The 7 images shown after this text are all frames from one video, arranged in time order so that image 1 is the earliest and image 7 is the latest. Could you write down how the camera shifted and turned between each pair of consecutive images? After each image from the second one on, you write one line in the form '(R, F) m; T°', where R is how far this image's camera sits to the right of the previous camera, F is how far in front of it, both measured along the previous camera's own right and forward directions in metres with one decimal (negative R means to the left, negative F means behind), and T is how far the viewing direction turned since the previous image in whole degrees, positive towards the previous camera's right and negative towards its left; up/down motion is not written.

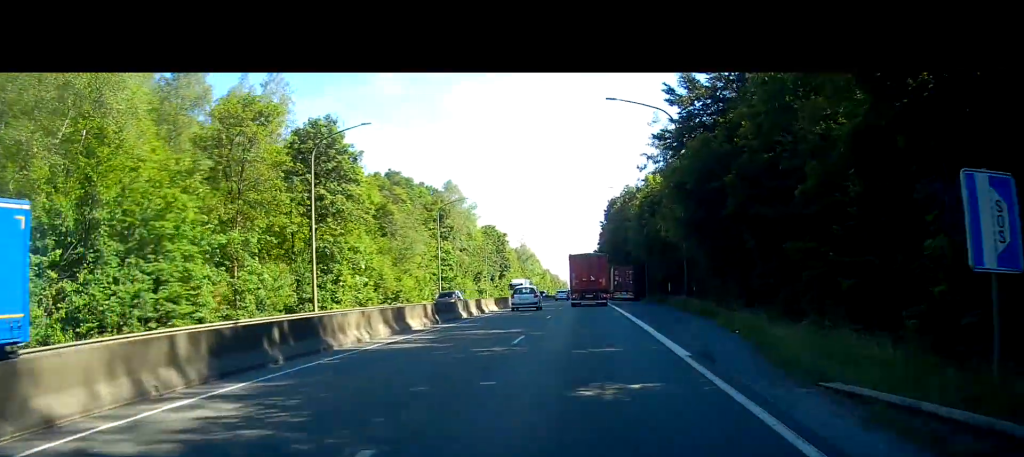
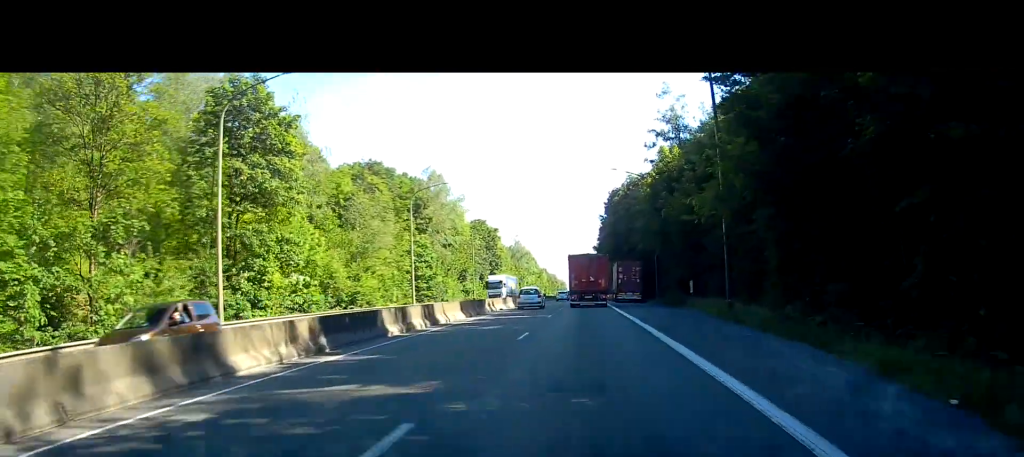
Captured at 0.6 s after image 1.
(0.0, +11.6) m; 0°
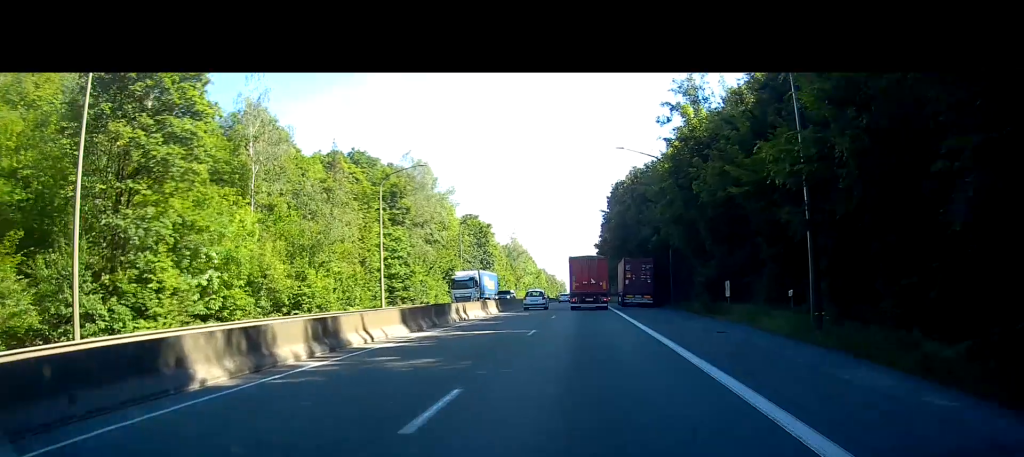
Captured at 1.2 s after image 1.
(-0.1, +10.4) m; -1°
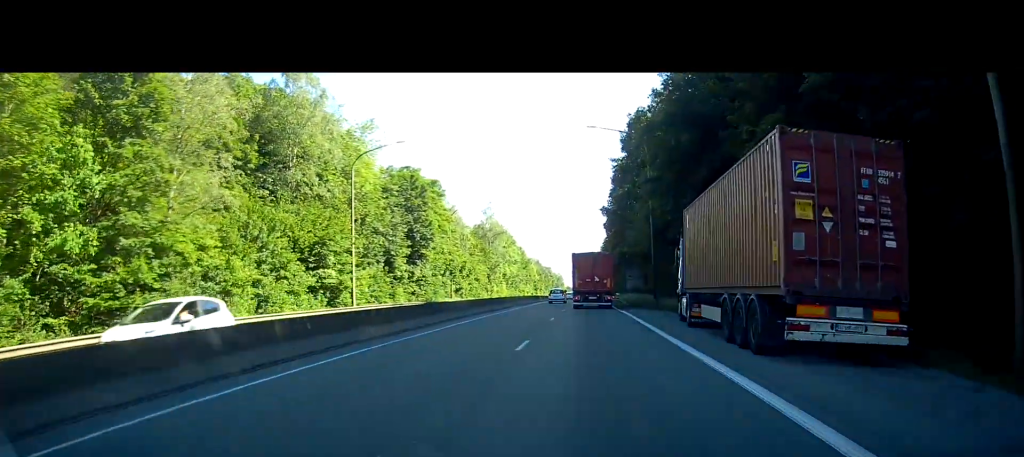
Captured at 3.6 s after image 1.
(-0.2, +43.1) m; 0°
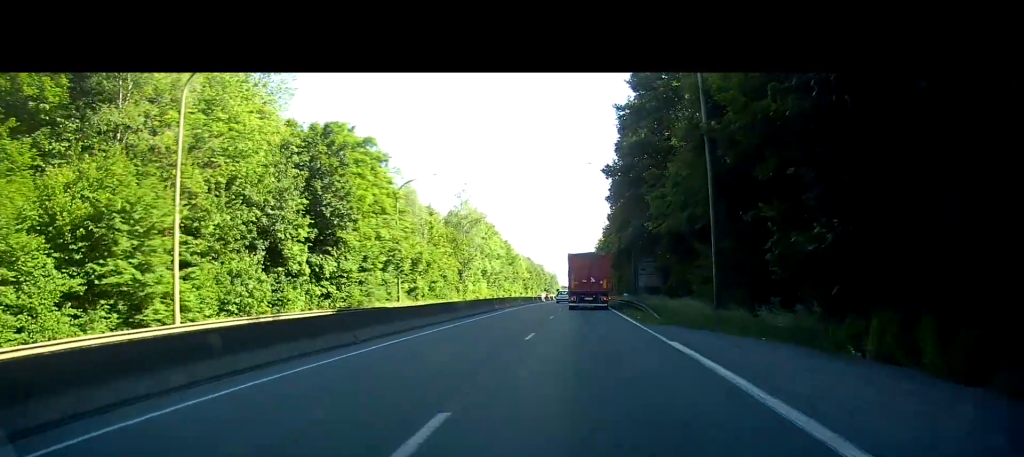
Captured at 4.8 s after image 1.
(+0.1, +21.2) m; 0°
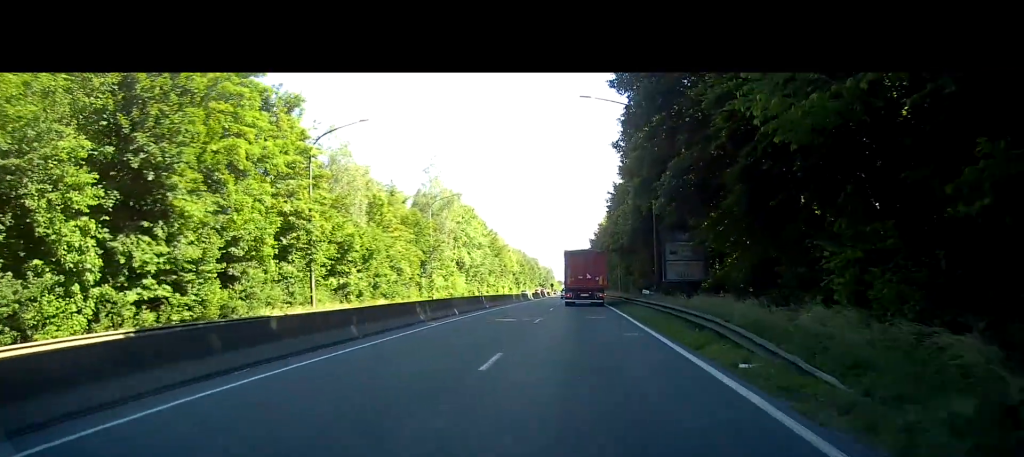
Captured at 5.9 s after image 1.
(-0.1, +19.0) m; -1°
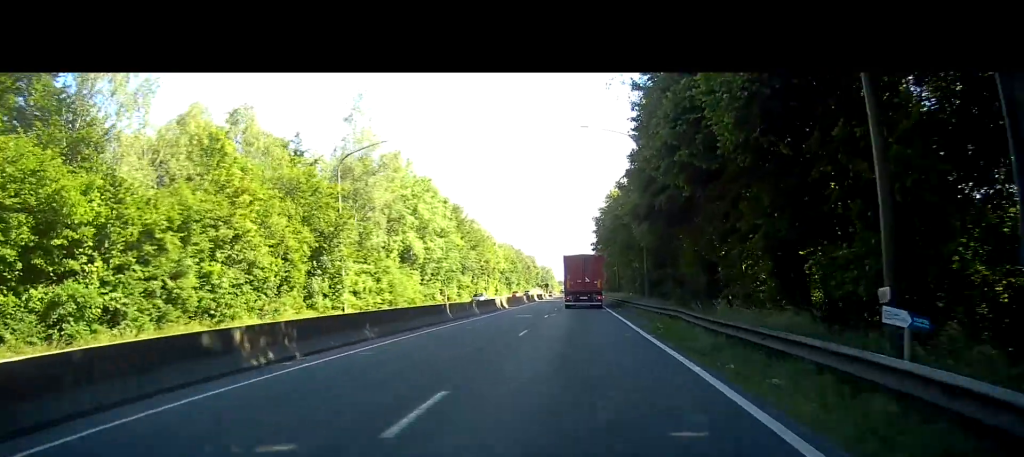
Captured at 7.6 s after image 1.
(-0.2, +28.9) m; -1°
